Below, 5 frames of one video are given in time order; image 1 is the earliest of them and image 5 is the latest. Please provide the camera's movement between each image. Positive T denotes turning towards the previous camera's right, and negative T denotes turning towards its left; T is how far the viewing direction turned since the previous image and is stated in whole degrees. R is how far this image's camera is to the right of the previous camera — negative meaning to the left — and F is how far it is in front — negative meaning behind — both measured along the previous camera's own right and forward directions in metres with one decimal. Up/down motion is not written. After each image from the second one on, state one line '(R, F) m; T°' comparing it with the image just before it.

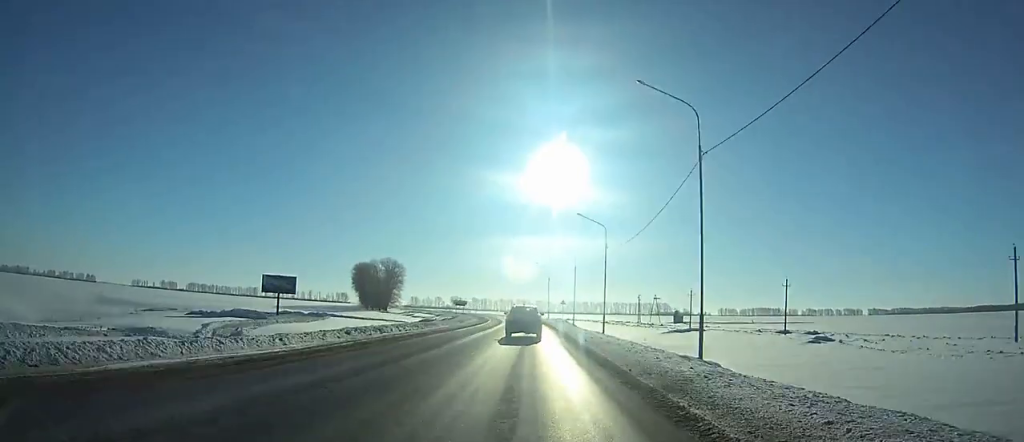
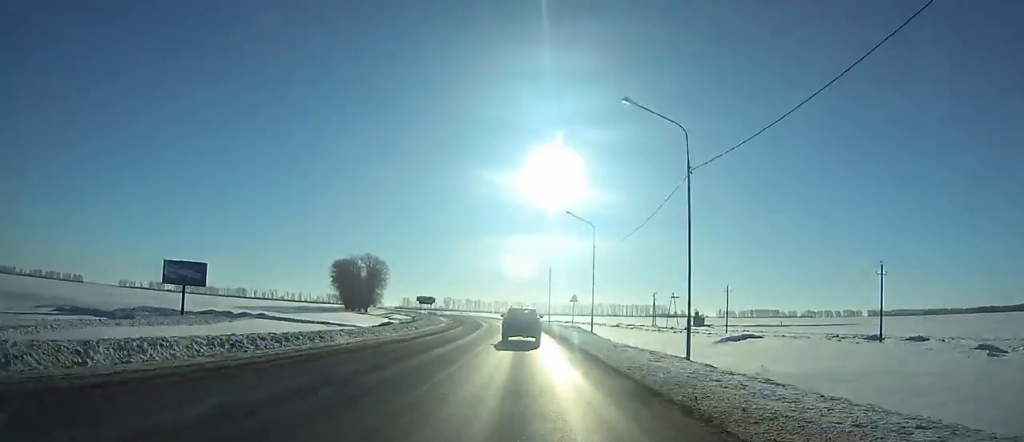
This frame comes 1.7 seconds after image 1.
(+0.1, +27.2) m; -1°
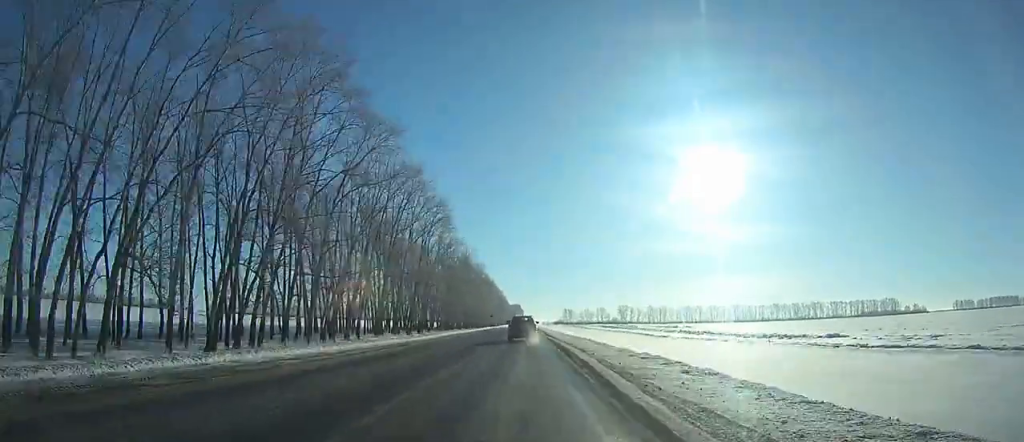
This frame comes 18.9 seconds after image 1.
(-55.7, +286.5) m; -16°
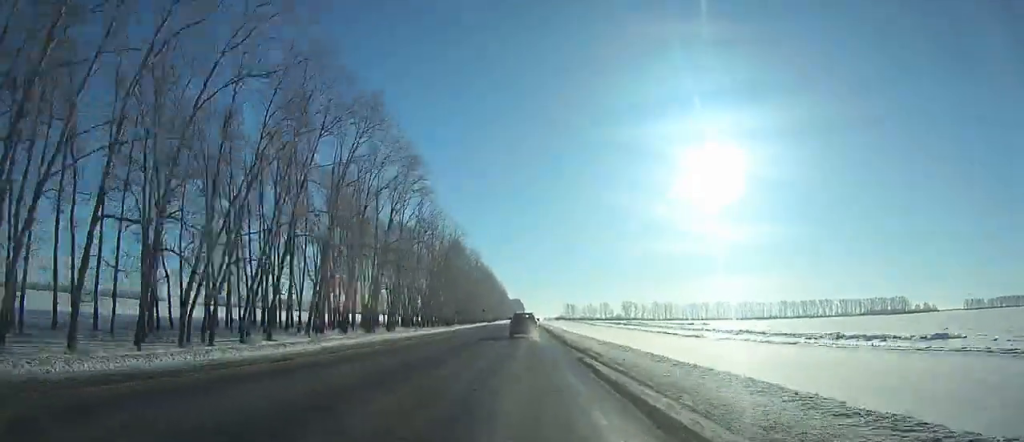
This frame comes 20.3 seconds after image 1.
(0.0, +29.2) m; 0°
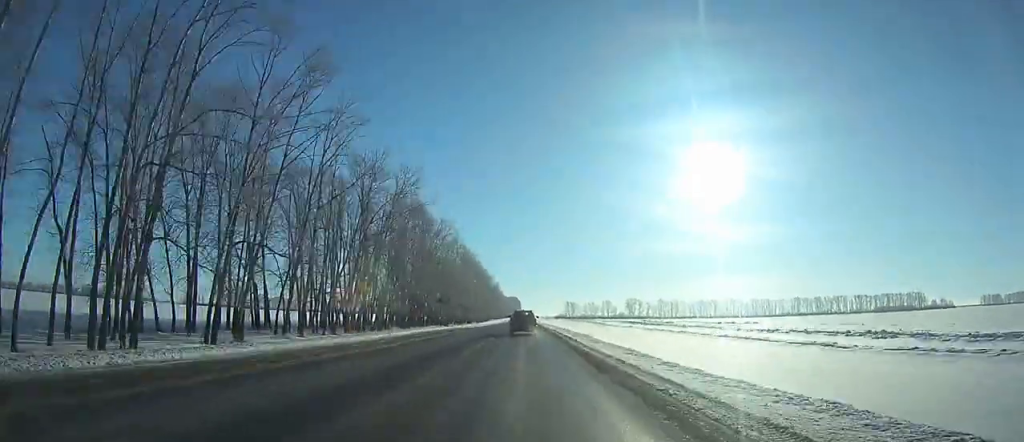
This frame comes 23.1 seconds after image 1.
(-0.1, +59.7) m; 0°
